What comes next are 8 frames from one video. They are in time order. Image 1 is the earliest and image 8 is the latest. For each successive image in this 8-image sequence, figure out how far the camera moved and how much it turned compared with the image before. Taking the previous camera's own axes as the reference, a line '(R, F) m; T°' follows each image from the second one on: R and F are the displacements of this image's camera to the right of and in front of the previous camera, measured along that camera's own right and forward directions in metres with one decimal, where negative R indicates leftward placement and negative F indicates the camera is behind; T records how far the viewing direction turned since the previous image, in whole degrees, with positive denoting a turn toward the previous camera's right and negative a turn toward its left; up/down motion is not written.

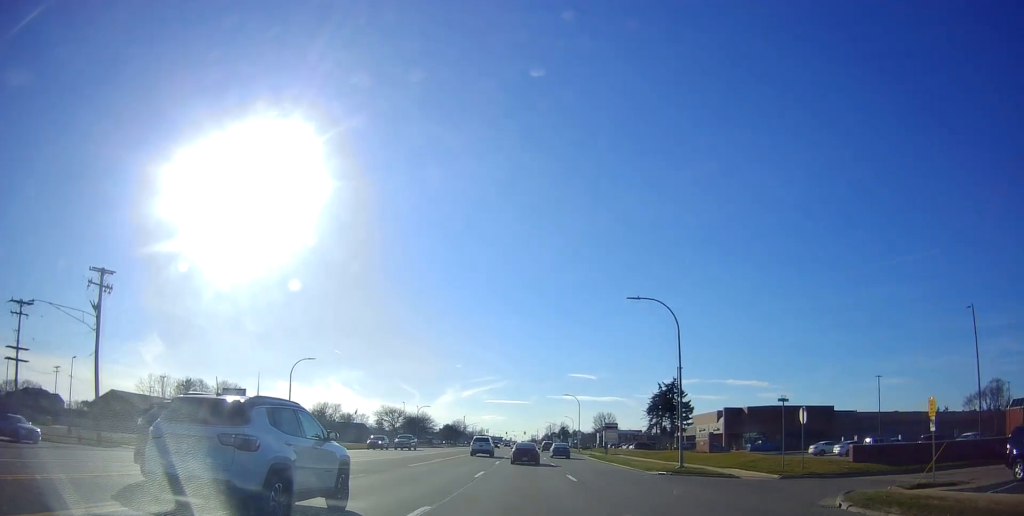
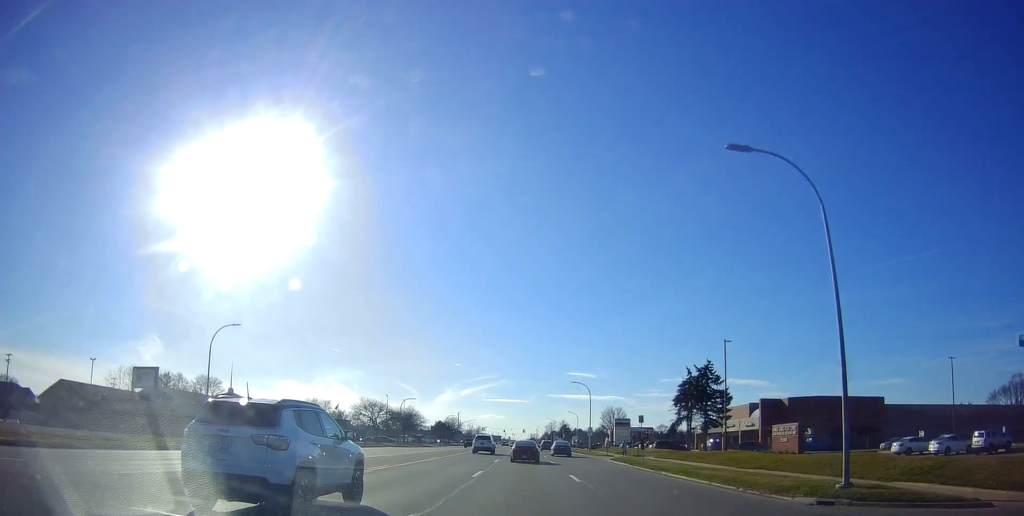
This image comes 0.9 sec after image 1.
(+0.3, +15.4) m; 0°
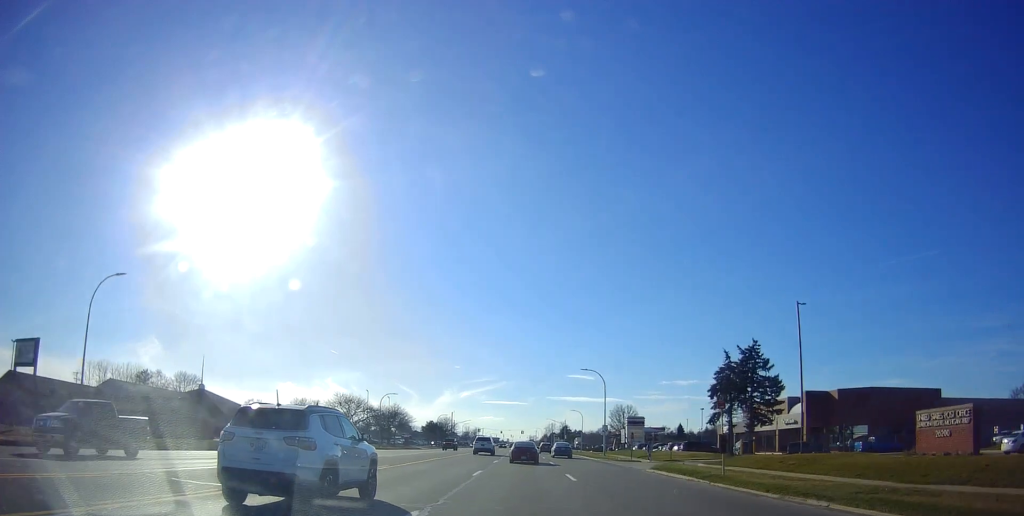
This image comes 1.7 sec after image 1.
(-0.2, +14.1) m; 0°
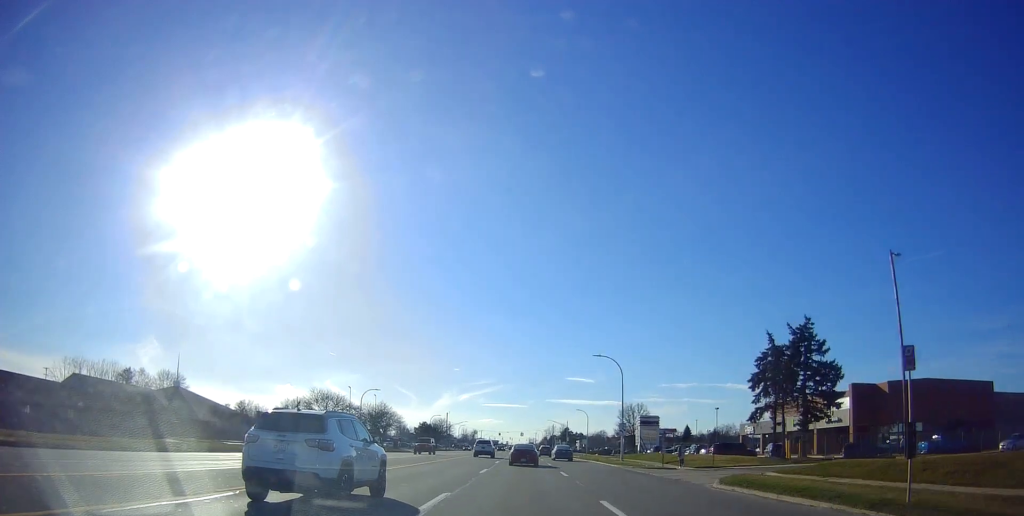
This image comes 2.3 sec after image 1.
(-0.1, +10.8) m; 0°
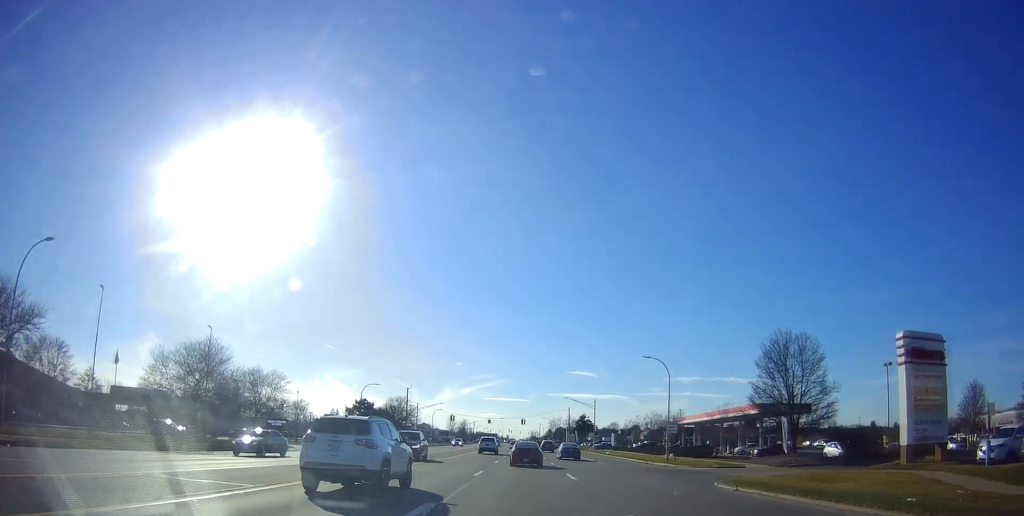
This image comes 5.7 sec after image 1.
(+0.3, +64.0) m; +1°
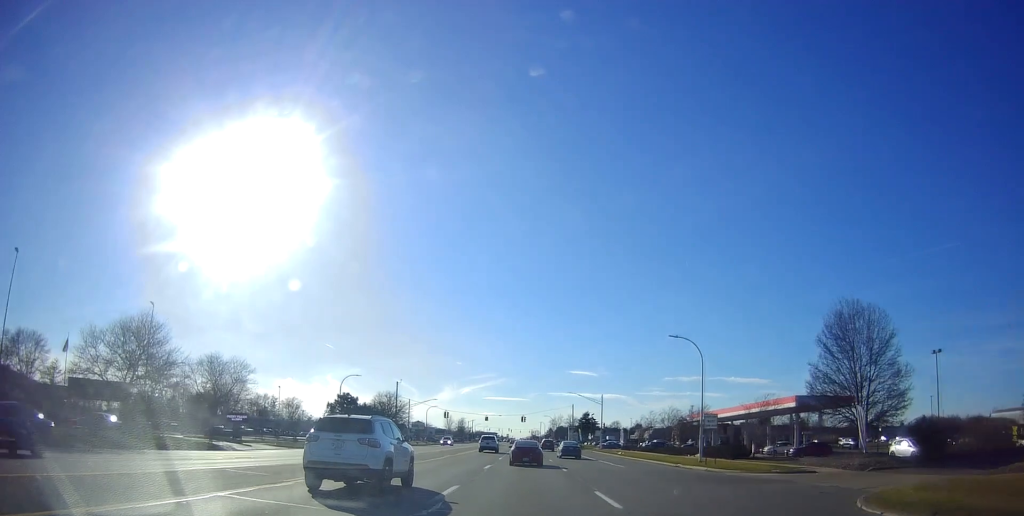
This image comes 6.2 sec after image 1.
(+0.1, +10.3) m; 0°
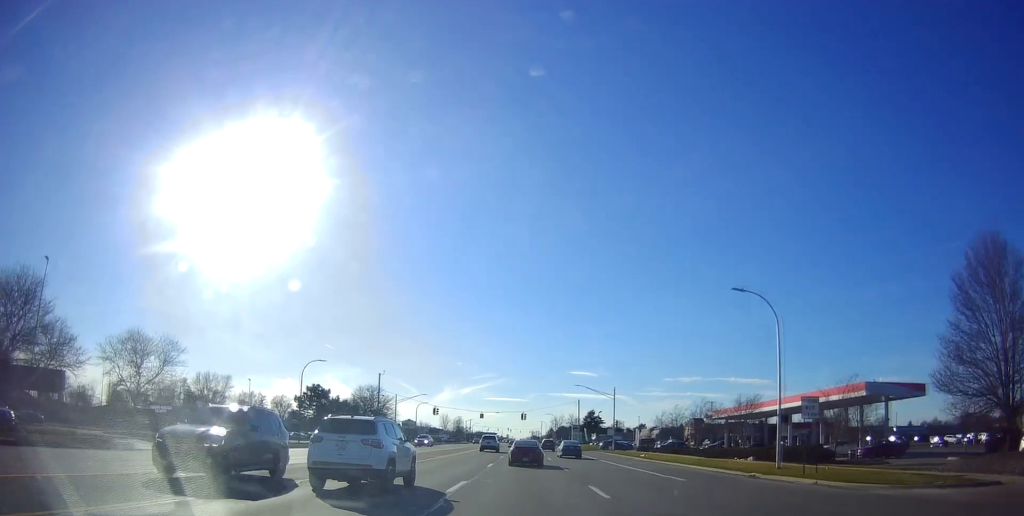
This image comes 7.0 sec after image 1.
(0.0, +14.2) m; -1°
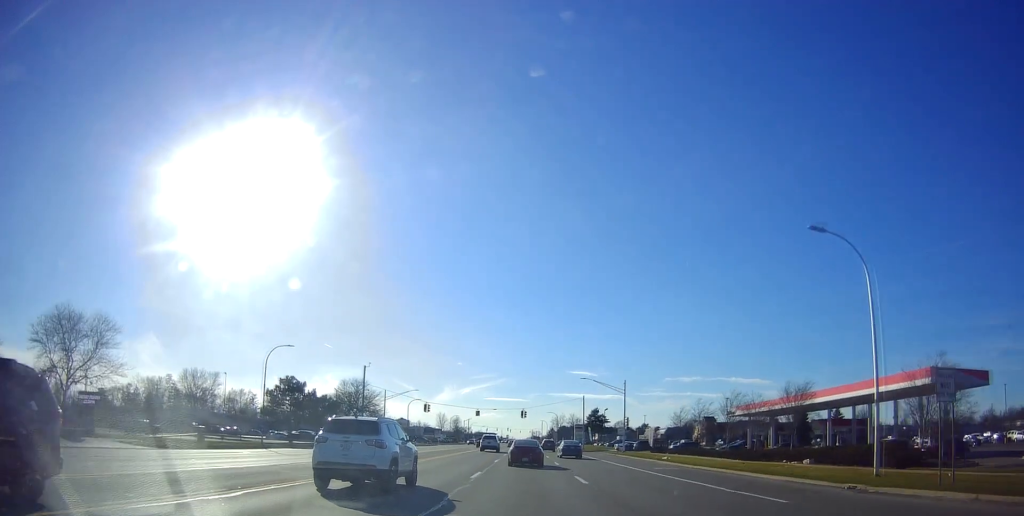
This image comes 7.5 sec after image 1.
(-0.2, +9.9) m; 0°
